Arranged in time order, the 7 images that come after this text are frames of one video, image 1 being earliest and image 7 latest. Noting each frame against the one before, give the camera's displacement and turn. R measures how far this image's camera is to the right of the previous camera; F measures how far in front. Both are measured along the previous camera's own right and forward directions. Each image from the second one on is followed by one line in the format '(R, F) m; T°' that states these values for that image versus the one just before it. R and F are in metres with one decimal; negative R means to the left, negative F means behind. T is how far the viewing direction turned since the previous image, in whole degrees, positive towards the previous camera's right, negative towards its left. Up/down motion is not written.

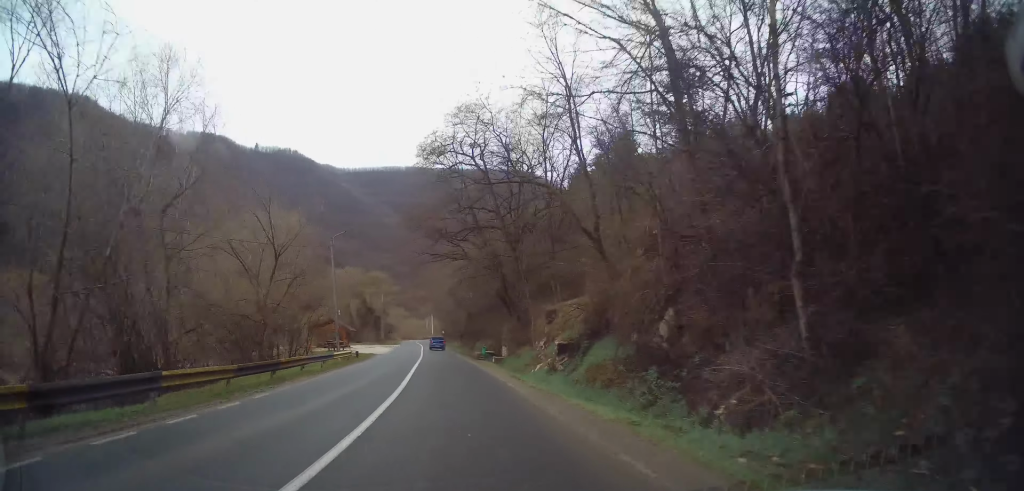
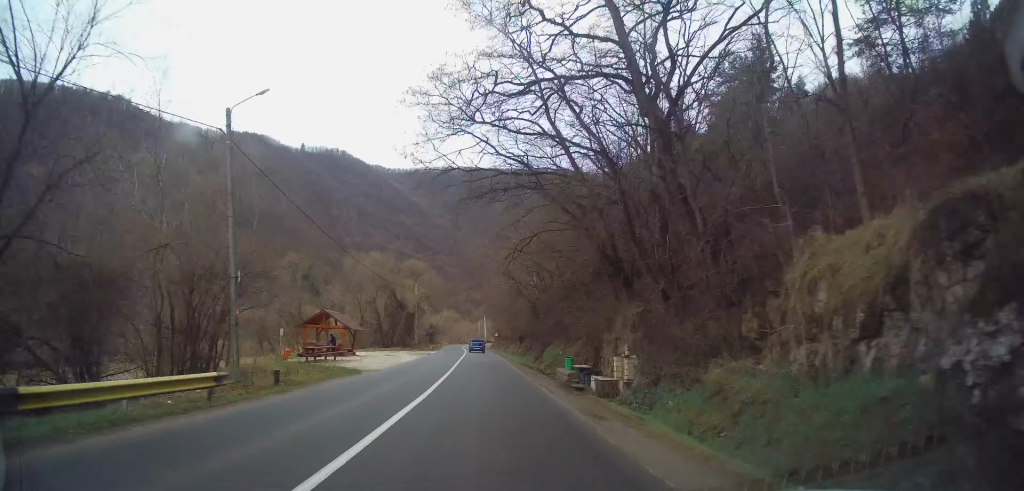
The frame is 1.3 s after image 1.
(-1.8, +22.2) m; -5°
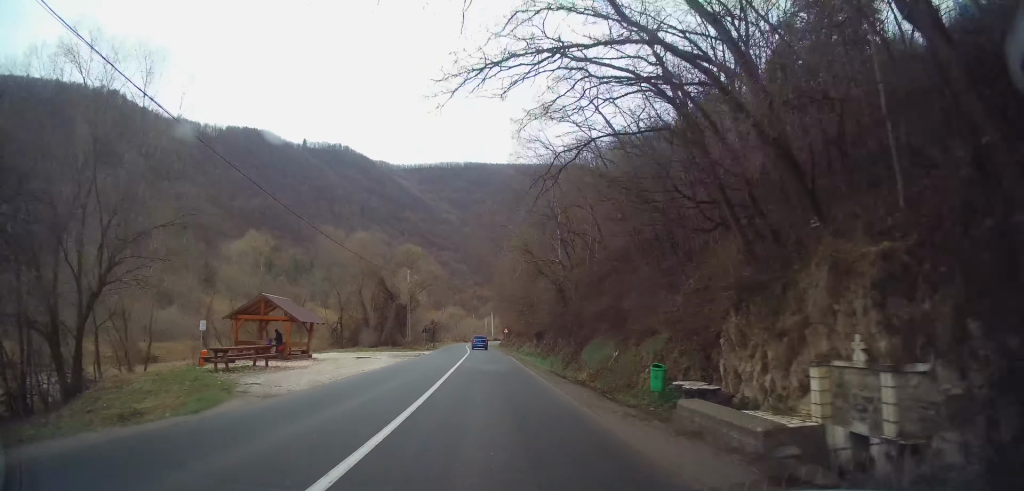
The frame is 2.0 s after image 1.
(0.0, +12.8) m; 0°
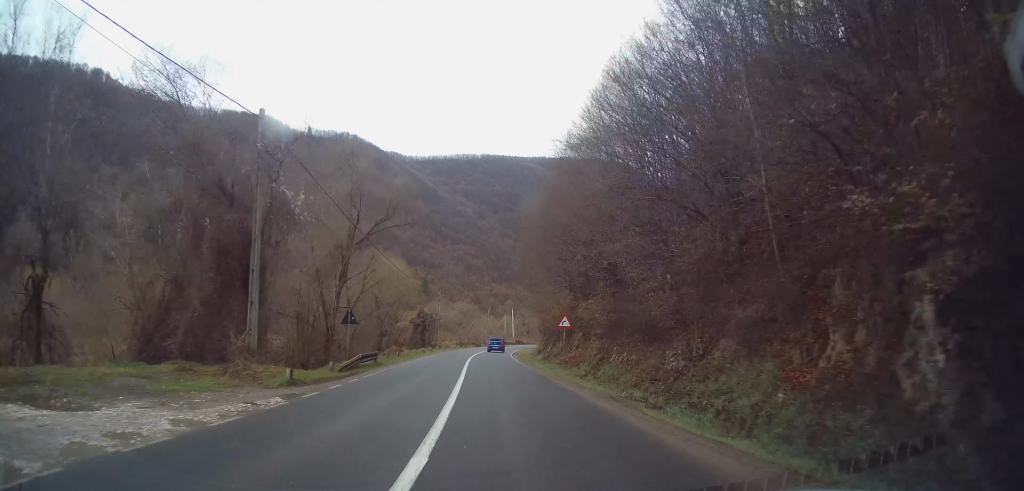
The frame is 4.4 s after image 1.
(-0.6, +42.4) m; -3°
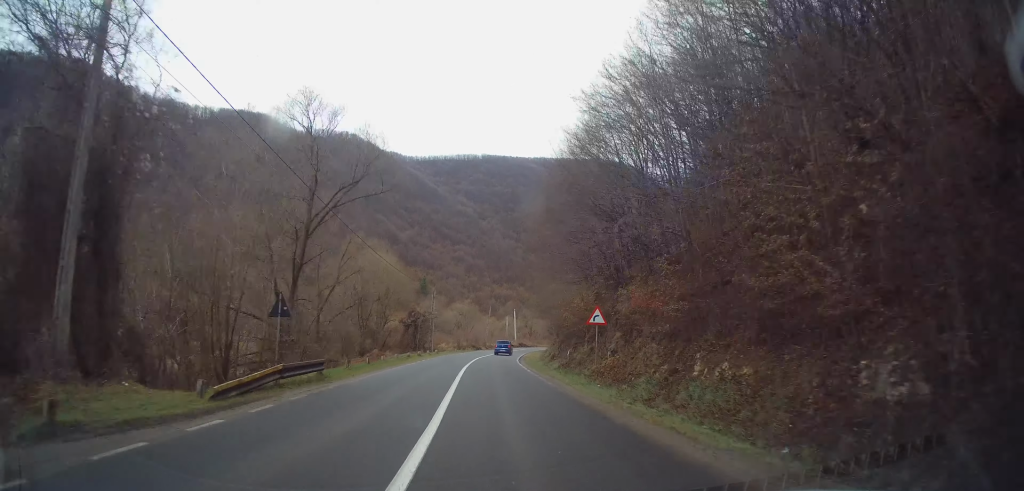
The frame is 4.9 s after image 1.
(-0.1, +8.5) m; 0°
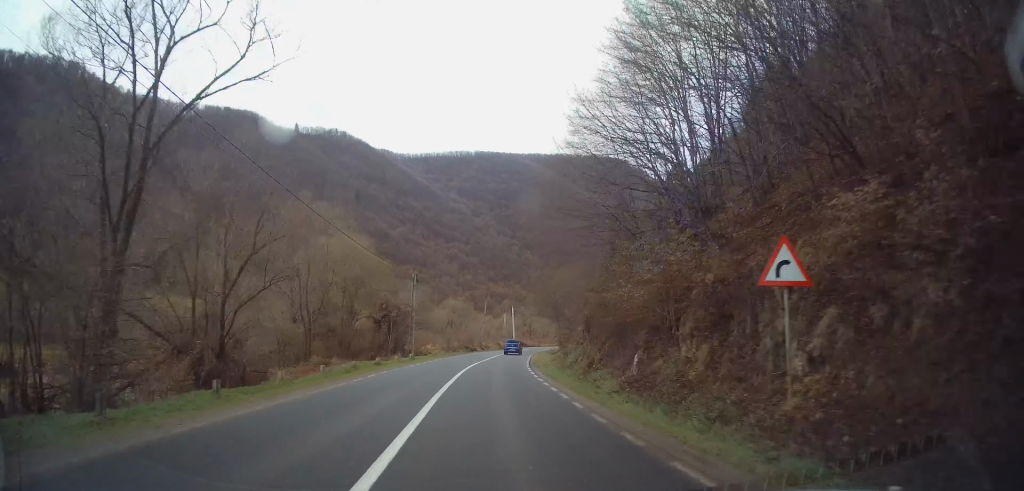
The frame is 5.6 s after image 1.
(-0.4, +14.0) m; 0°
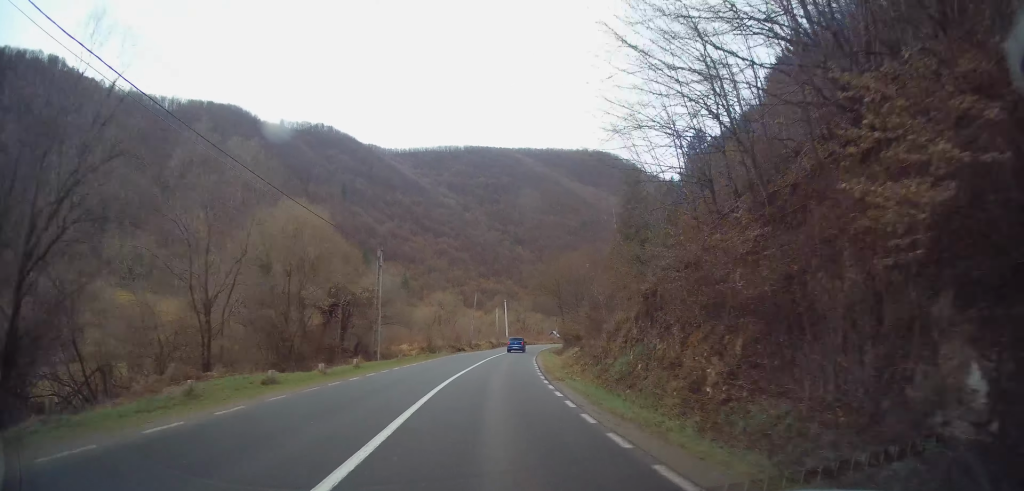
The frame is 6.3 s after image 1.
(+0.4, +12.3) m; +2°
